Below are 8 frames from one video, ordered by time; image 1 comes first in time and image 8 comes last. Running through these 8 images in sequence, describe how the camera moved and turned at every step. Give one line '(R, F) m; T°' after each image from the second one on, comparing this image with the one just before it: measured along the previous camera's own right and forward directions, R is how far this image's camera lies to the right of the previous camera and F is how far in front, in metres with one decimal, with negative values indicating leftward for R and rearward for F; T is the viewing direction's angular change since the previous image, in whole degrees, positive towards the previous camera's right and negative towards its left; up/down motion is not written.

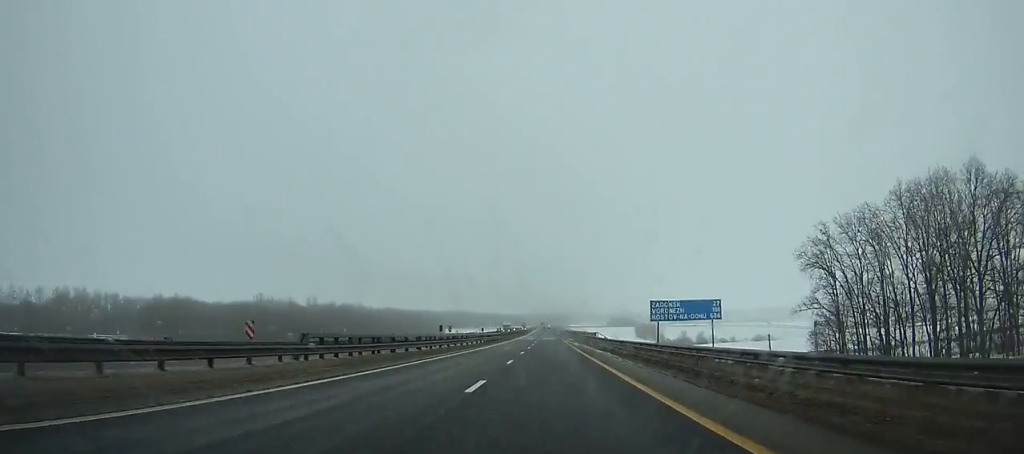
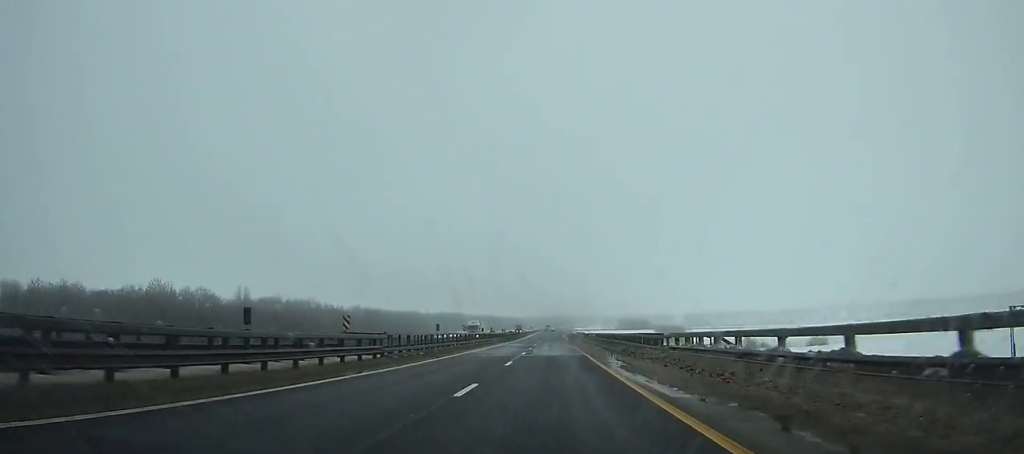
(0.0, +58.5) m; 0°
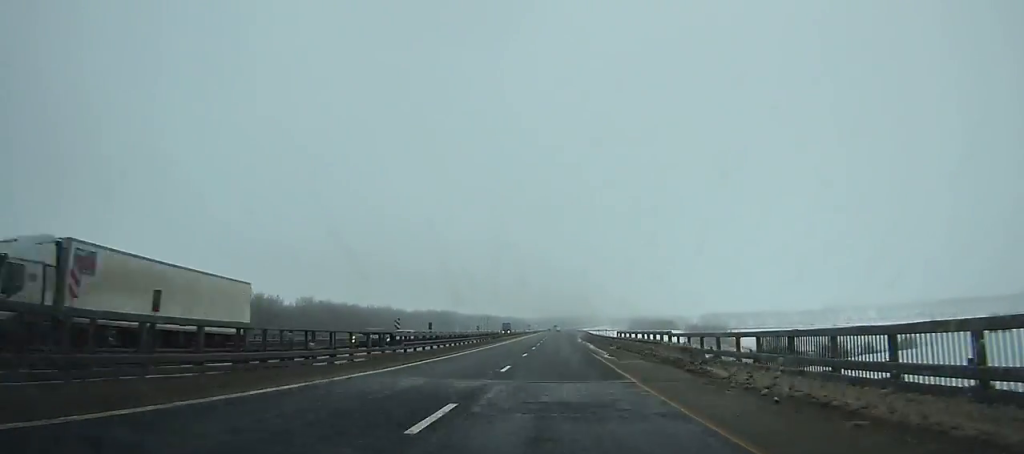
(-0.3, +64.3) m; 0°
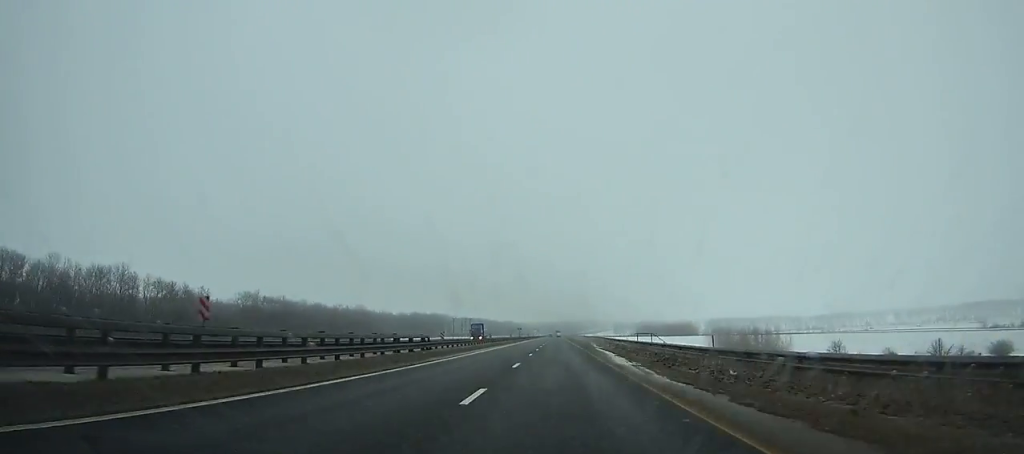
(0.0, +43.9) m; 0°
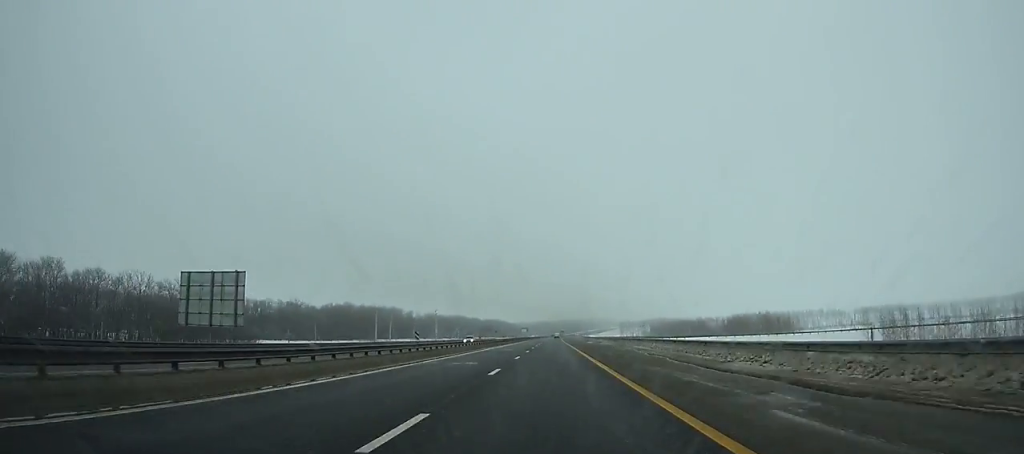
(+0.5, +123.3) m; 0°
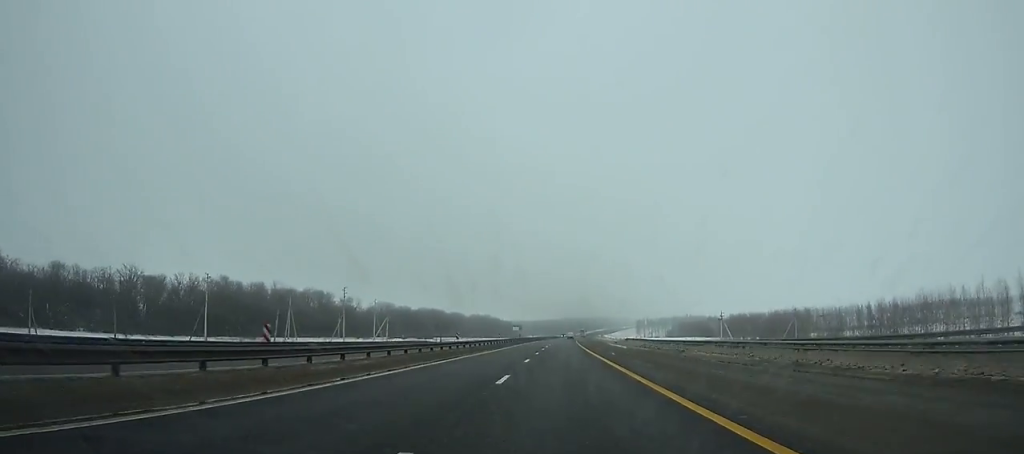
(+0.1, +109.6) m; +1°
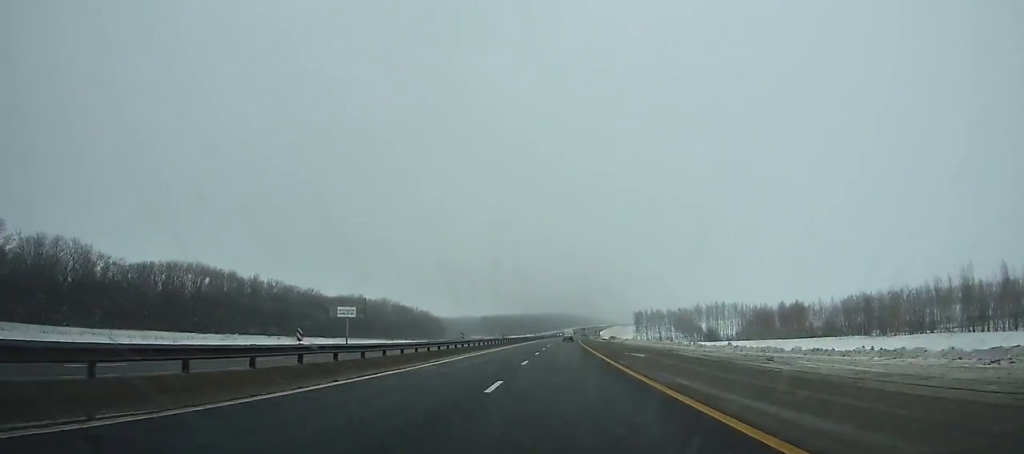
(+6.3, +202.7) m; +4°
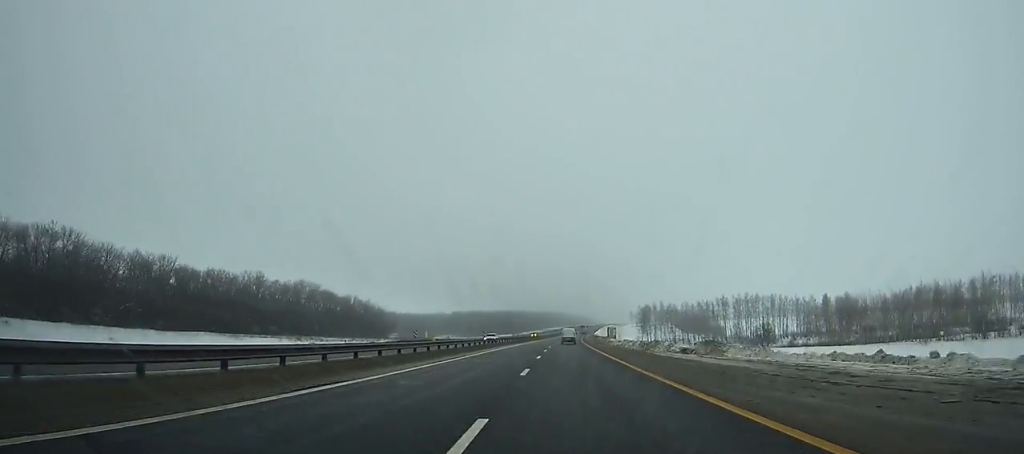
(+0.8, +77.9) m; +1°
